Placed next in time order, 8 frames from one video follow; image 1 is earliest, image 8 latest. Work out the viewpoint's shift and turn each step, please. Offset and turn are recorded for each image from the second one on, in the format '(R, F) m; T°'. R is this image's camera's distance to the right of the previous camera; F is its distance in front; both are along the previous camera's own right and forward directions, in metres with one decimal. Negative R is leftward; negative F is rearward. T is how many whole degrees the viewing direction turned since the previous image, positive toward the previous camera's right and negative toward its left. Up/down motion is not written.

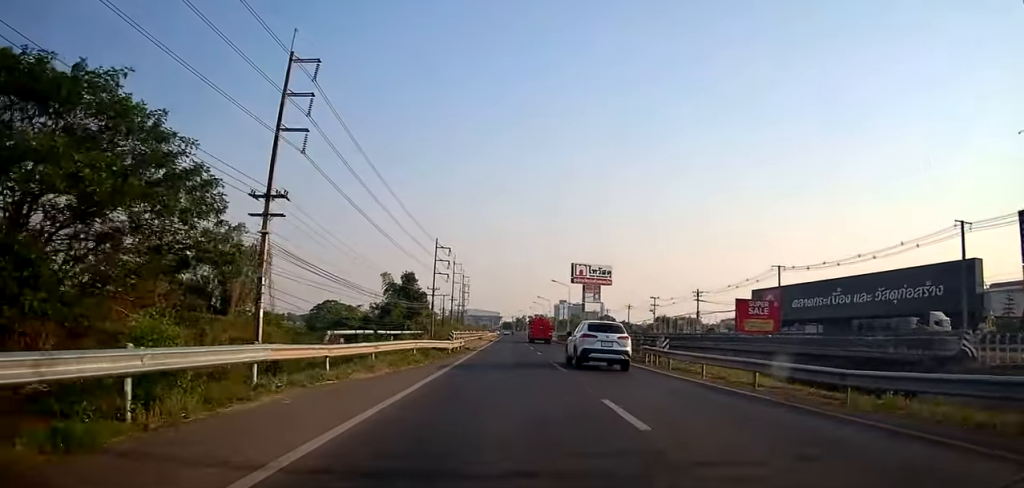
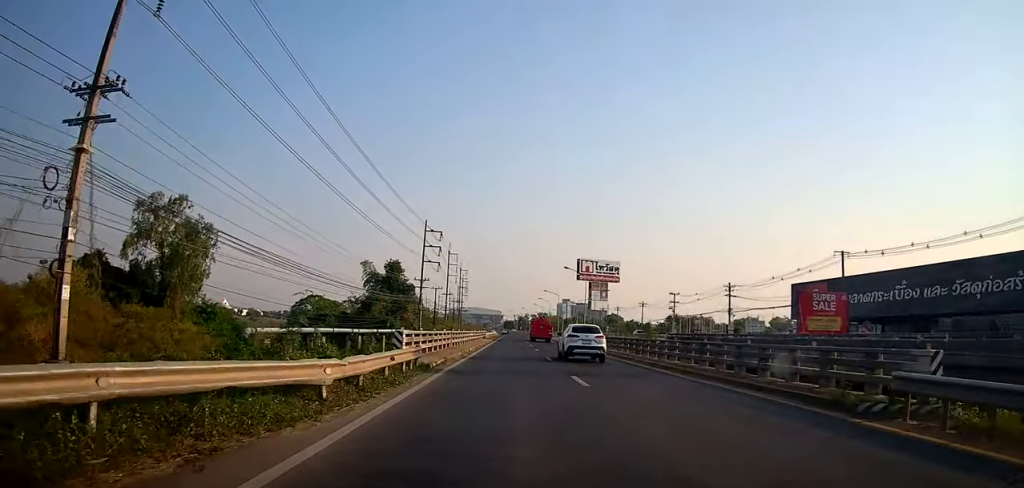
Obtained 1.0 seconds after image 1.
(+0.7, +18.0) m; +2°
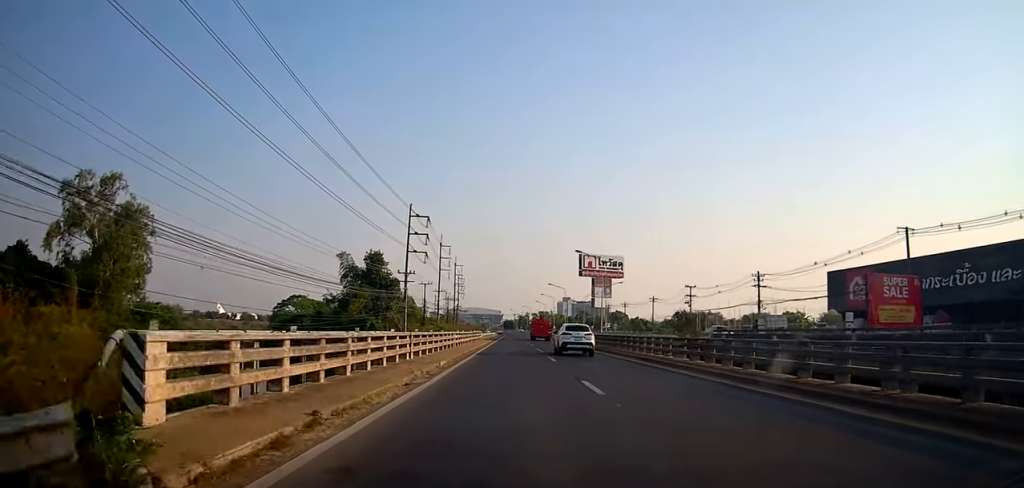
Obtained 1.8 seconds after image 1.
(0.0, +13.8) m; 0°
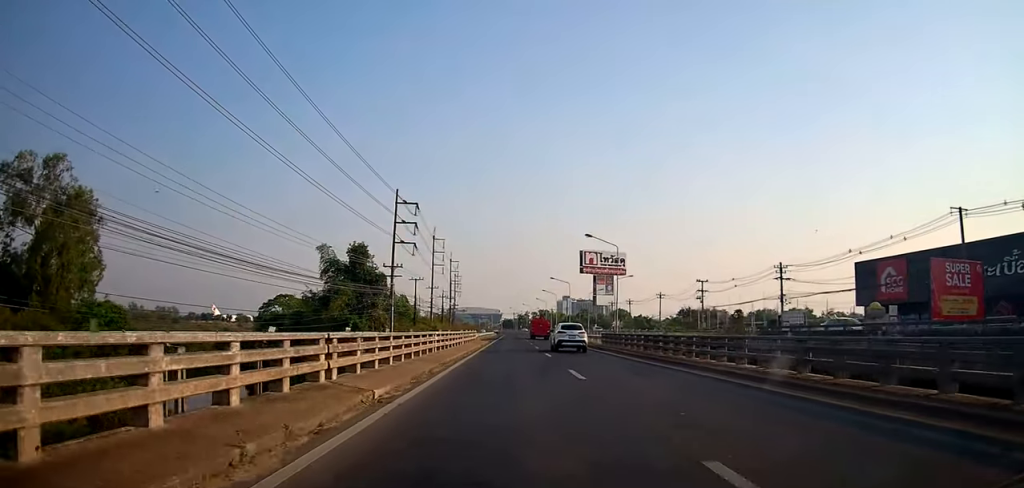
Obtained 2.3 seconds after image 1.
(0.0, +9.0) m; -1°
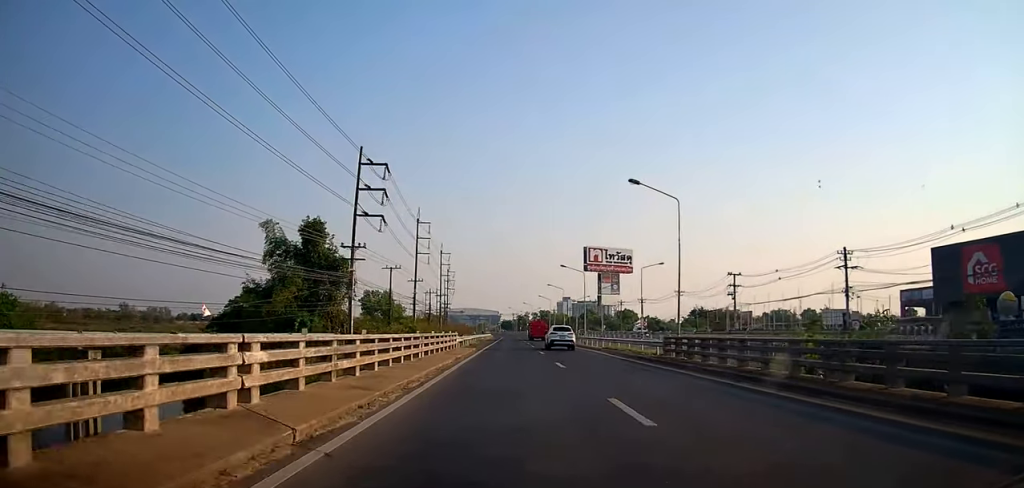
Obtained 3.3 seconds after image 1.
(-0.4, +18.8) m; -2°
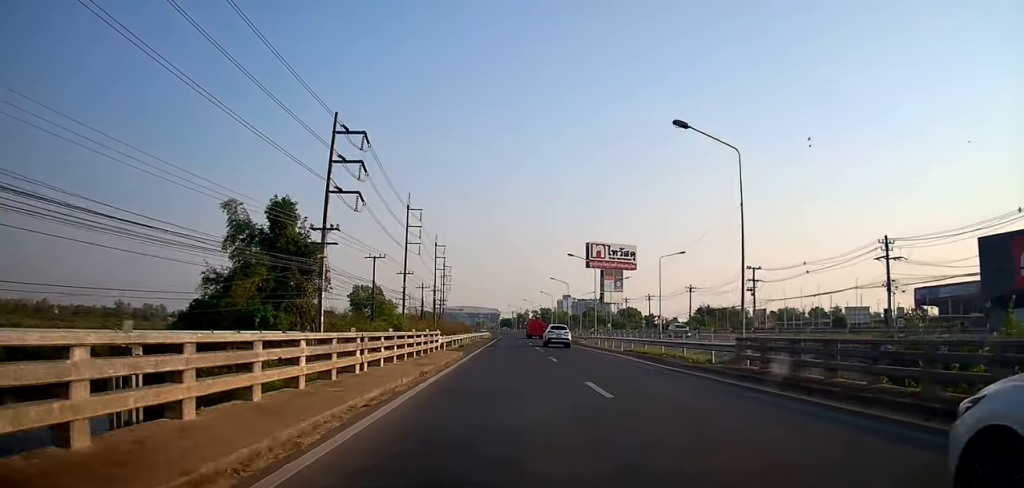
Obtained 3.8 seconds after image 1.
(-0.4, +8.9) m; 0°
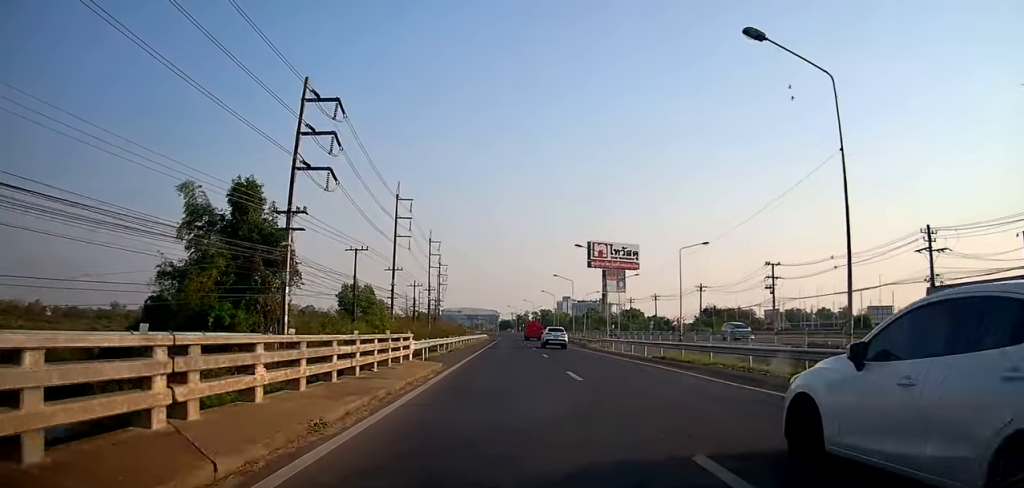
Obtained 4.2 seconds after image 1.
(+0.3, +7.8) m; +1°
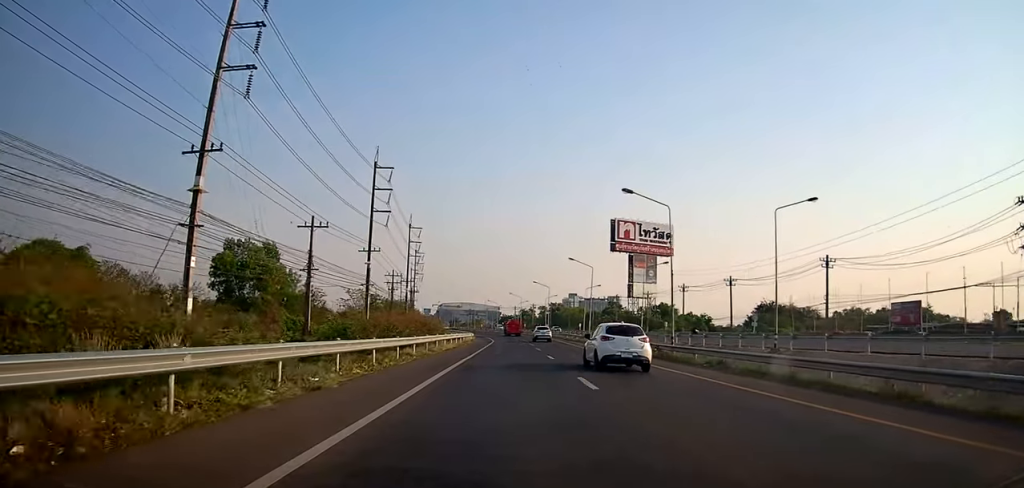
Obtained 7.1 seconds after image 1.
(-0.3, +50.4) m; -1°
